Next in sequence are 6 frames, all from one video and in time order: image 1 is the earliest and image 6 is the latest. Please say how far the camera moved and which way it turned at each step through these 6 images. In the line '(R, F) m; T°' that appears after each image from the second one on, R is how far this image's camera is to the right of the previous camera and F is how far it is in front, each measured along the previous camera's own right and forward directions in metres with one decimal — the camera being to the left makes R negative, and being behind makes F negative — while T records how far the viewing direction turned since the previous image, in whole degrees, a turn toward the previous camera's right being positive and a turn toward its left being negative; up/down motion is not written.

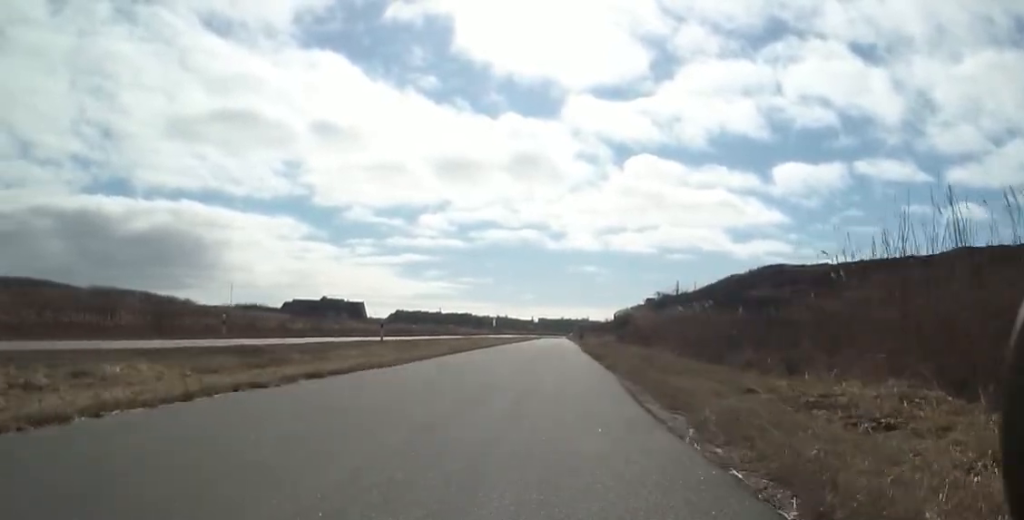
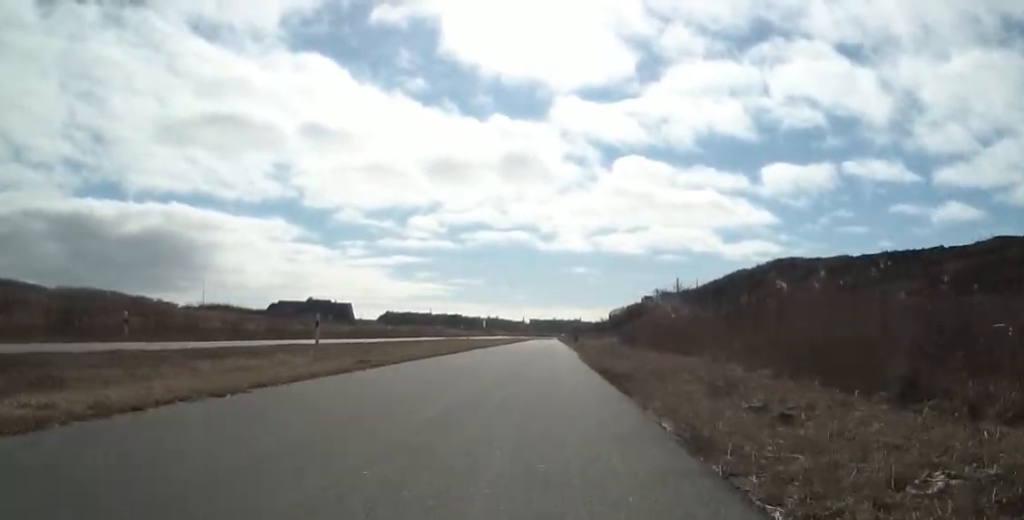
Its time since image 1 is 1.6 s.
(-0.5, +8.8) m; -3°
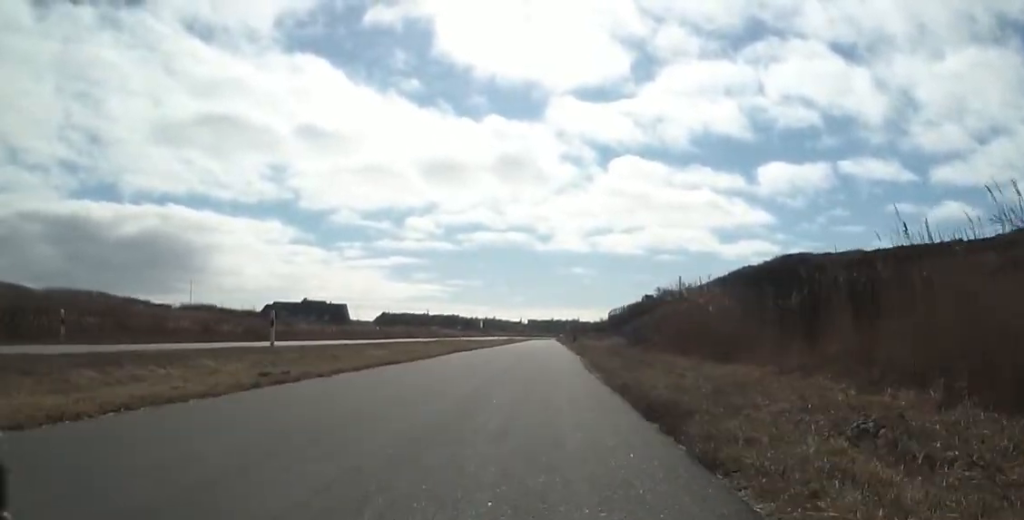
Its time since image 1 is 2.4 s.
(0.0, +4.4) m; +2°
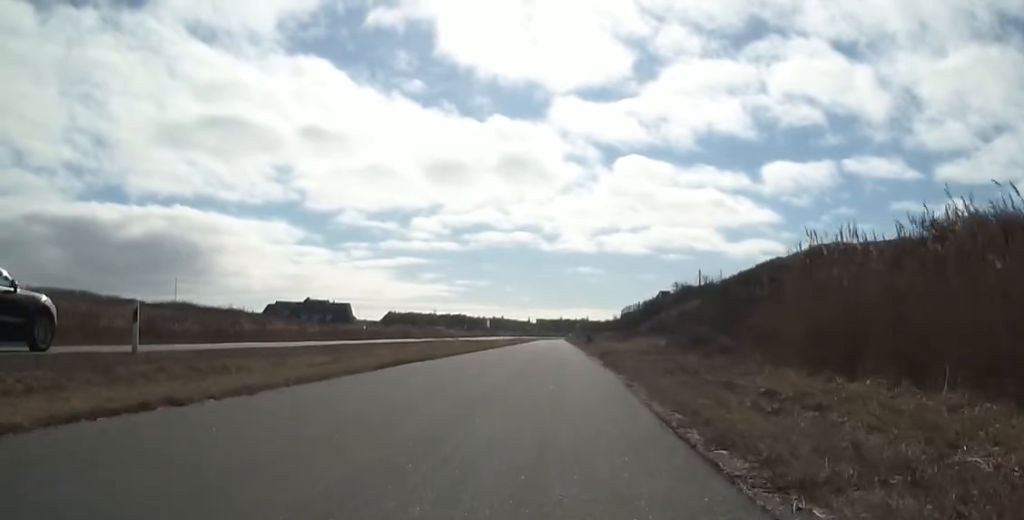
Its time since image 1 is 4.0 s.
(+0.6, +8.7) m; 0°
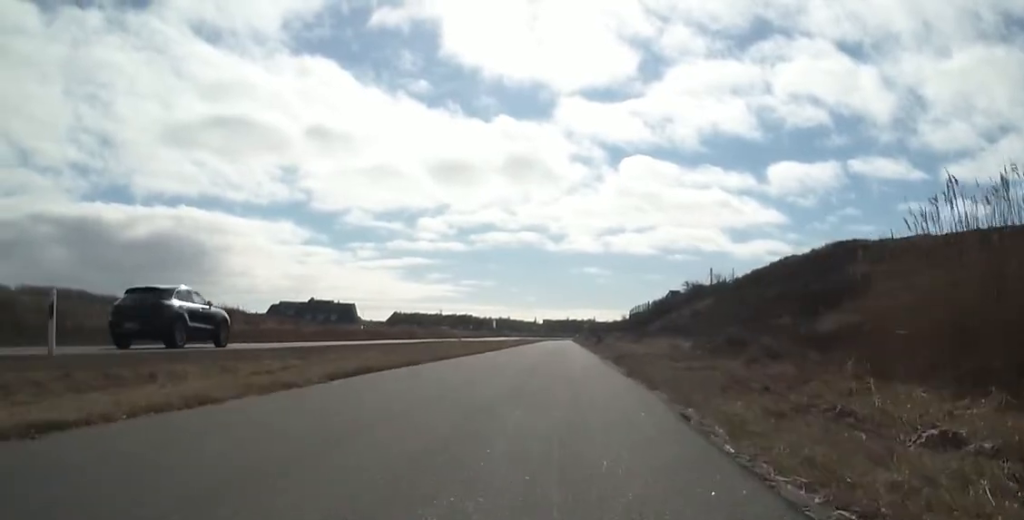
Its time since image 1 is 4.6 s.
(+0.2, +3.2) m; -3°
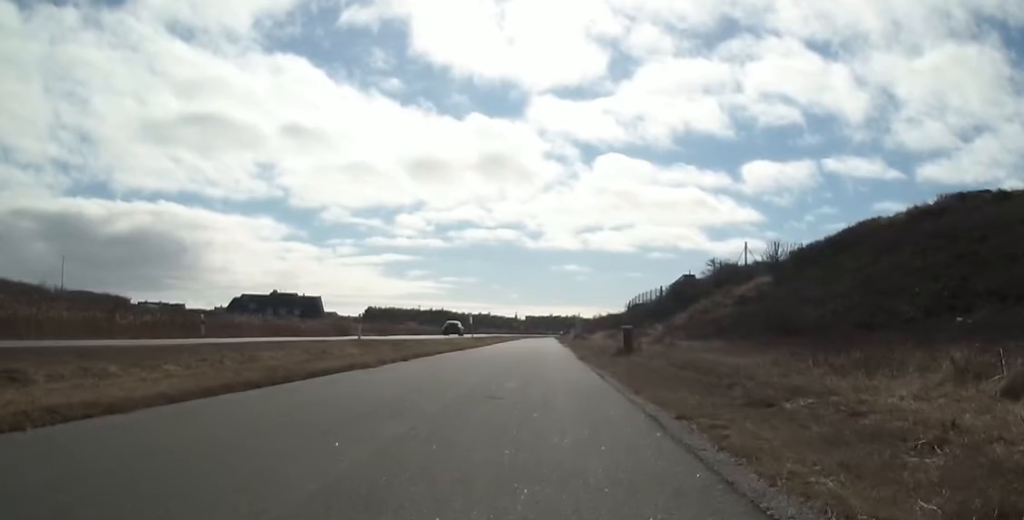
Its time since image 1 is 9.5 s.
(+0.6, +27.1) m; +4°
